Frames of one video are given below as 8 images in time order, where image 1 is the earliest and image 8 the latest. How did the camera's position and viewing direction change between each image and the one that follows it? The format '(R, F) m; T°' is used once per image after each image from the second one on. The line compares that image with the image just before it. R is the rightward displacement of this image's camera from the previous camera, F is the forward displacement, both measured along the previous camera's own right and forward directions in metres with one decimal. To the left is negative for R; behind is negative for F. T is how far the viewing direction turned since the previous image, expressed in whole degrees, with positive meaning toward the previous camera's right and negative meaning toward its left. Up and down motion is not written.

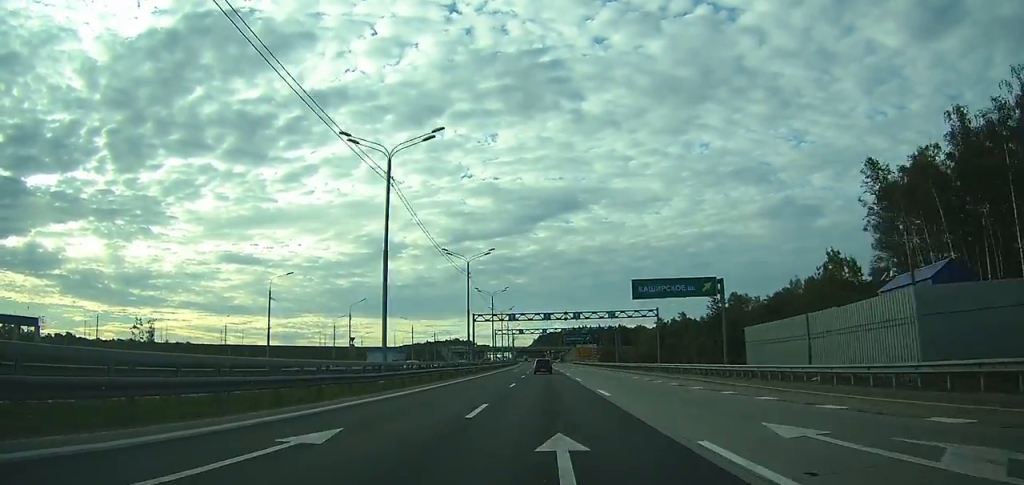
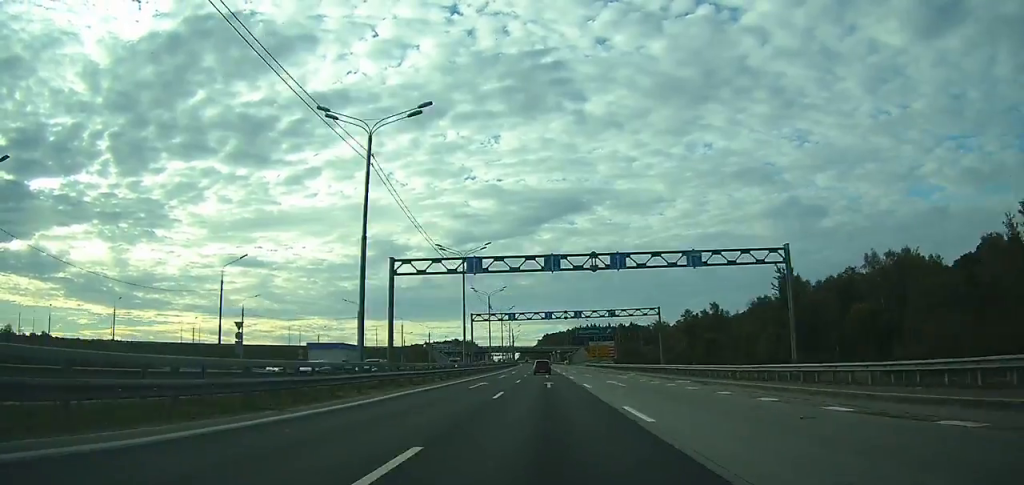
(-0.2, +38.8) m; 0°
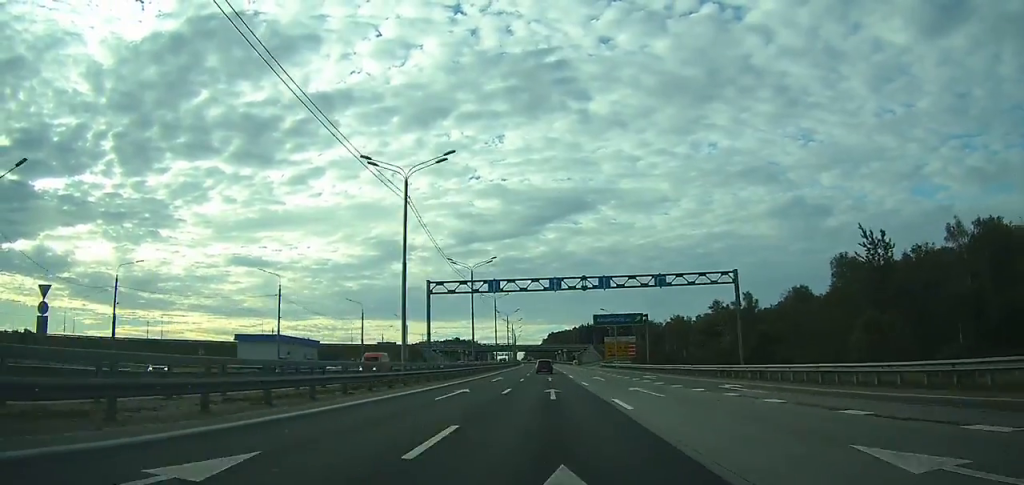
(-0.1, +28.8) m; 0°
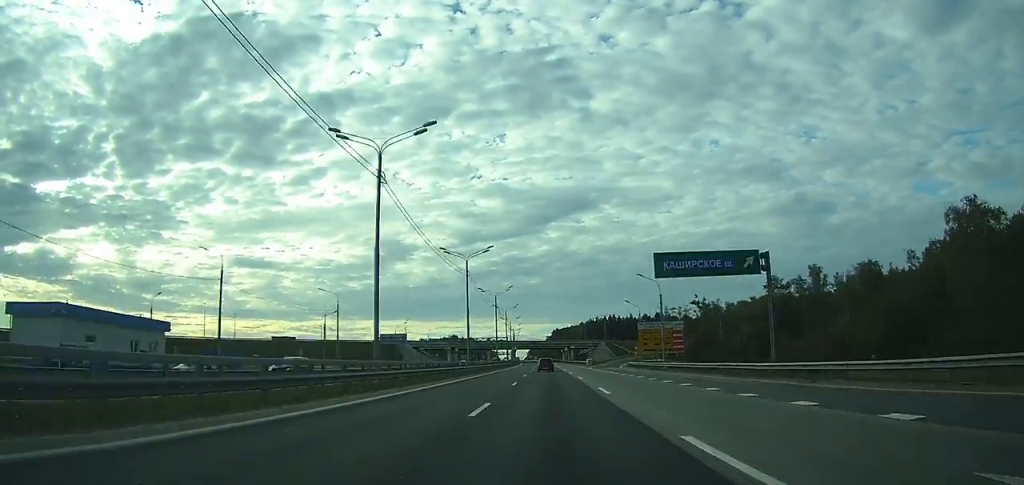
(0.0, +44.2) m; 0°
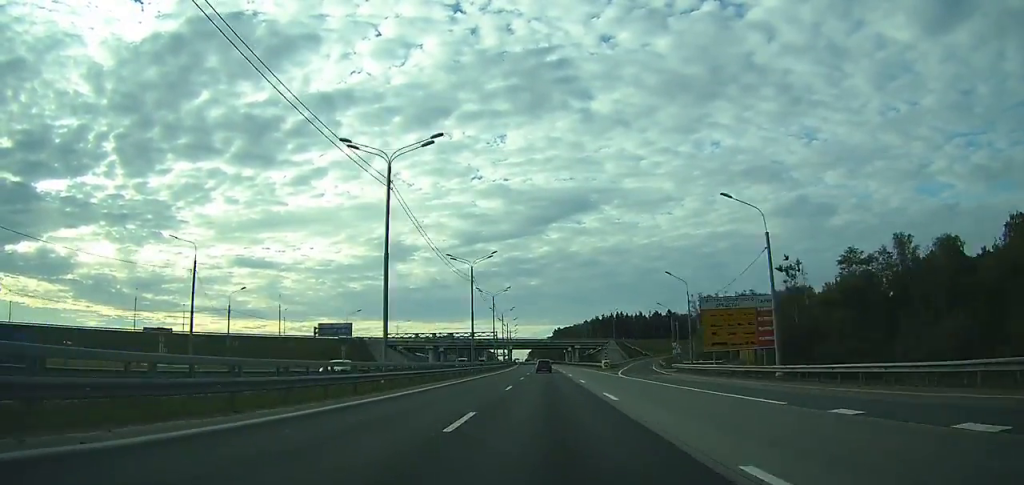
(-0.1, +36.0) m; 0°
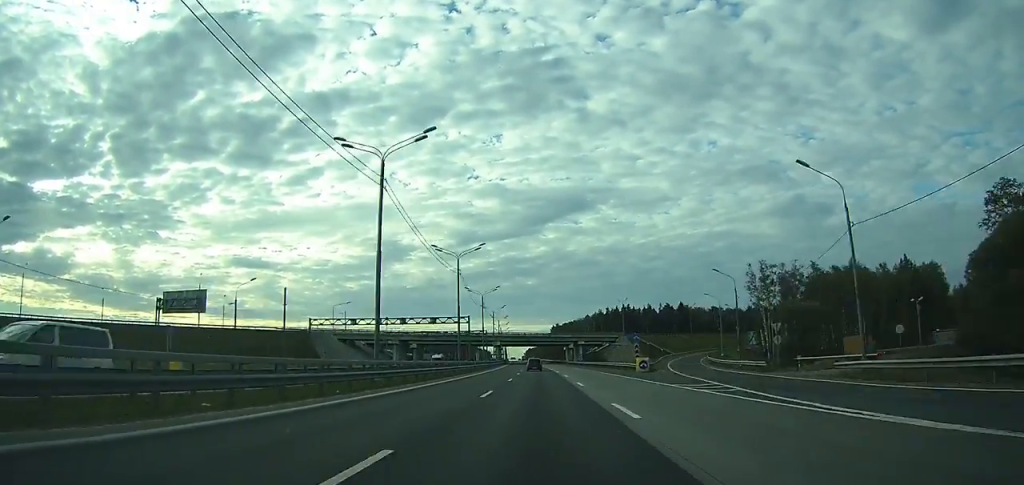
(-0.1, +39.3) m; 0°
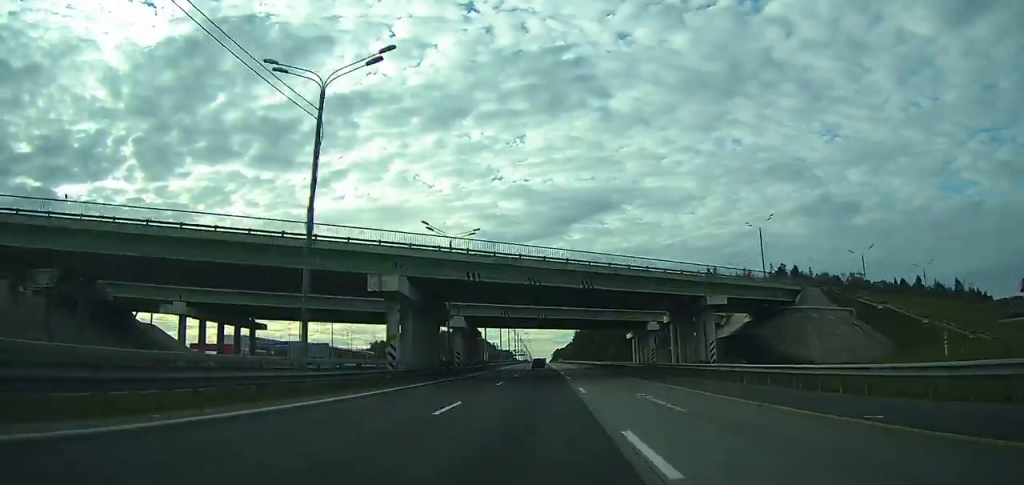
(-1.8, +114.9) m; -2°
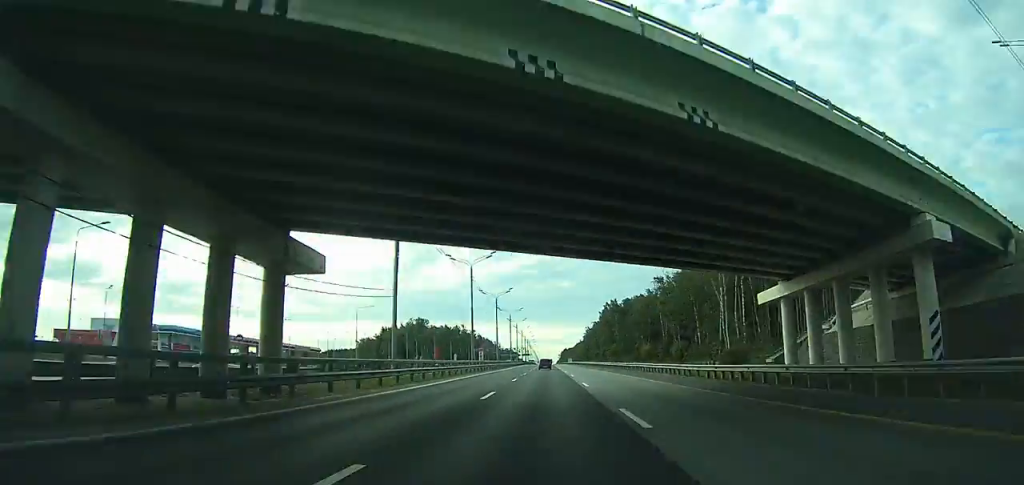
(-0.6, +57.6) m; -1°
